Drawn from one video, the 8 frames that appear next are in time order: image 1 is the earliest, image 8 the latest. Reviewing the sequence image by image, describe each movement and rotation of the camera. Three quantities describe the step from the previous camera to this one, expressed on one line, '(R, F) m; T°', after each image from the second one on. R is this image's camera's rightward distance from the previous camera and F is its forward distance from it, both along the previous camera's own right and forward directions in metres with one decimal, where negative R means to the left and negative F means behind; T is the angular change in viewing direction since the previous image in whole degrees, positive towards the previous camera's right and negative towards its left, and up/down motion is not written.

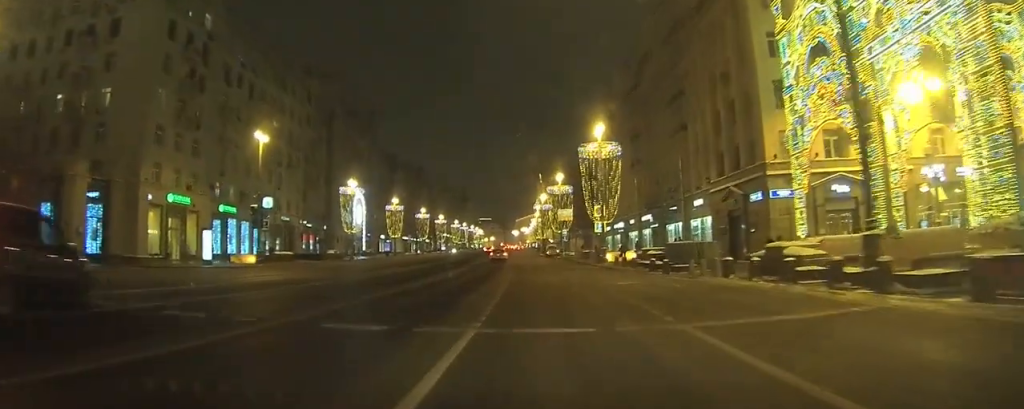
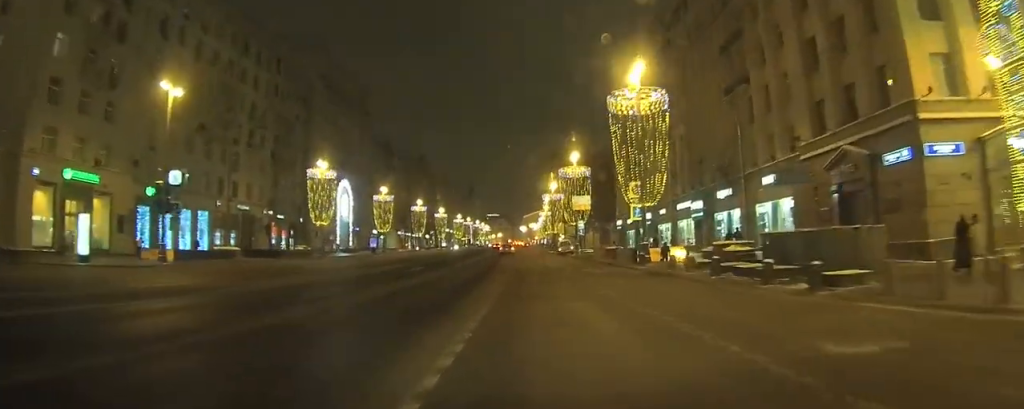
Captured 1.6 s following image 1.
(-0.5, +15.0) m; -1°
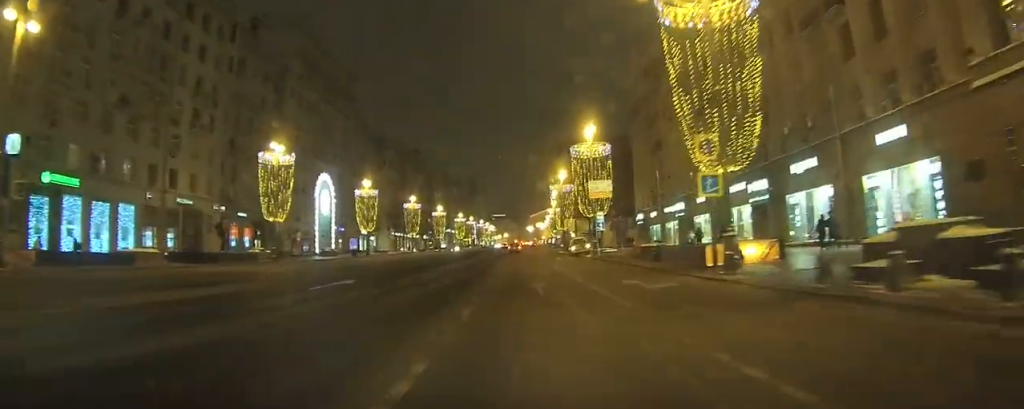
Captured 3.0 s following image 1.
(+0.3, +13.9) m; +1°
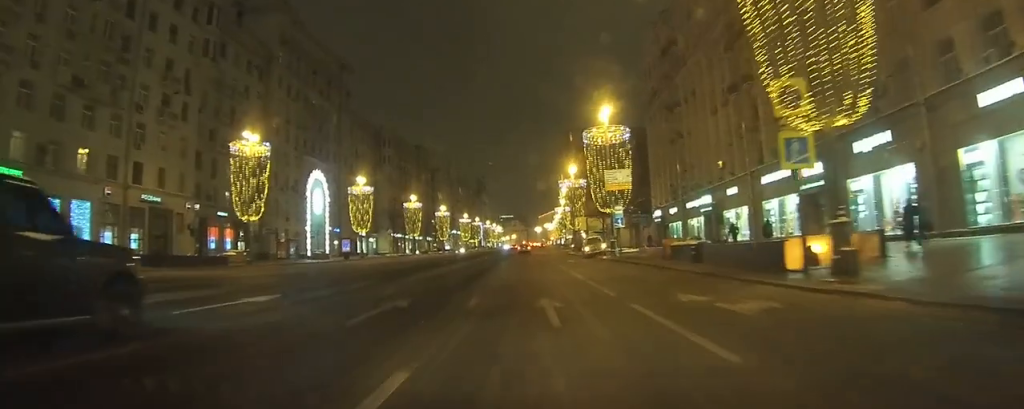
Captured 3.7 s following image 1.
(0.0, +6.9) m; 0°
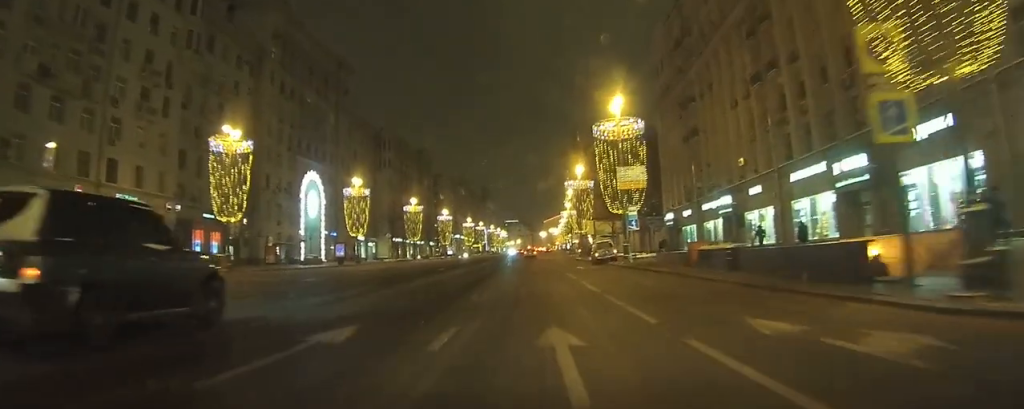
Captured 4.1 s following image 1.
(0.0, +4.2) m; 0°
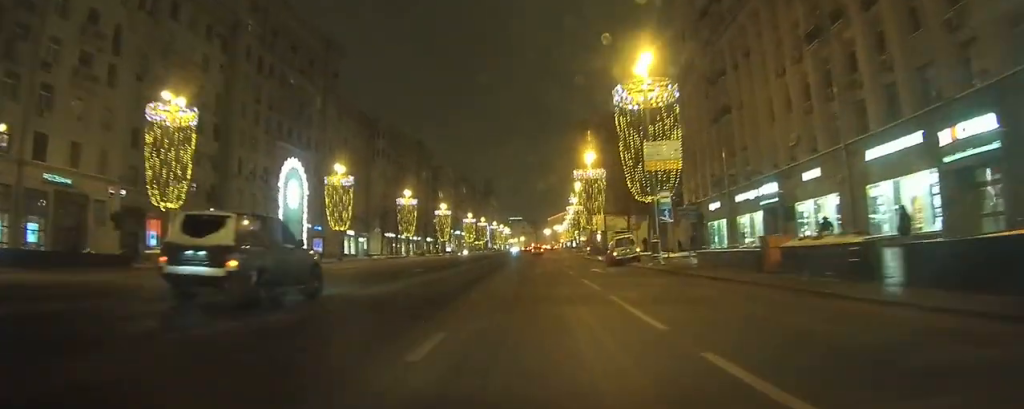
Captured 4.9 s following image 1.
(0.0, +8.9) m; +1°
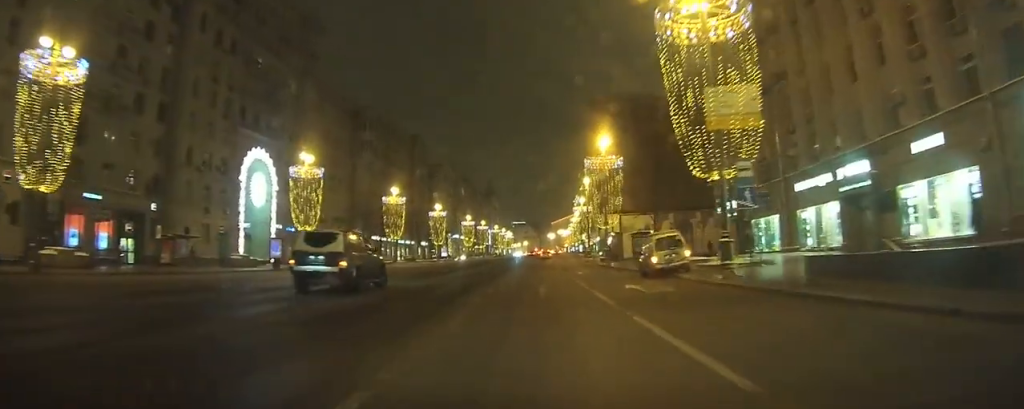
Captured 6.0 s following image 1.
(+0.1, +11.7) m; +1°
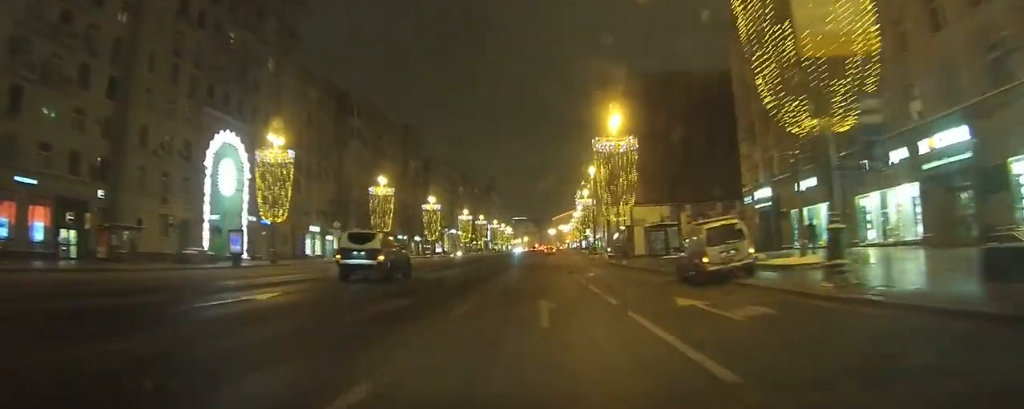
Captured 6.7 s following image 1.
(0.0, +7.8) m; 0°
